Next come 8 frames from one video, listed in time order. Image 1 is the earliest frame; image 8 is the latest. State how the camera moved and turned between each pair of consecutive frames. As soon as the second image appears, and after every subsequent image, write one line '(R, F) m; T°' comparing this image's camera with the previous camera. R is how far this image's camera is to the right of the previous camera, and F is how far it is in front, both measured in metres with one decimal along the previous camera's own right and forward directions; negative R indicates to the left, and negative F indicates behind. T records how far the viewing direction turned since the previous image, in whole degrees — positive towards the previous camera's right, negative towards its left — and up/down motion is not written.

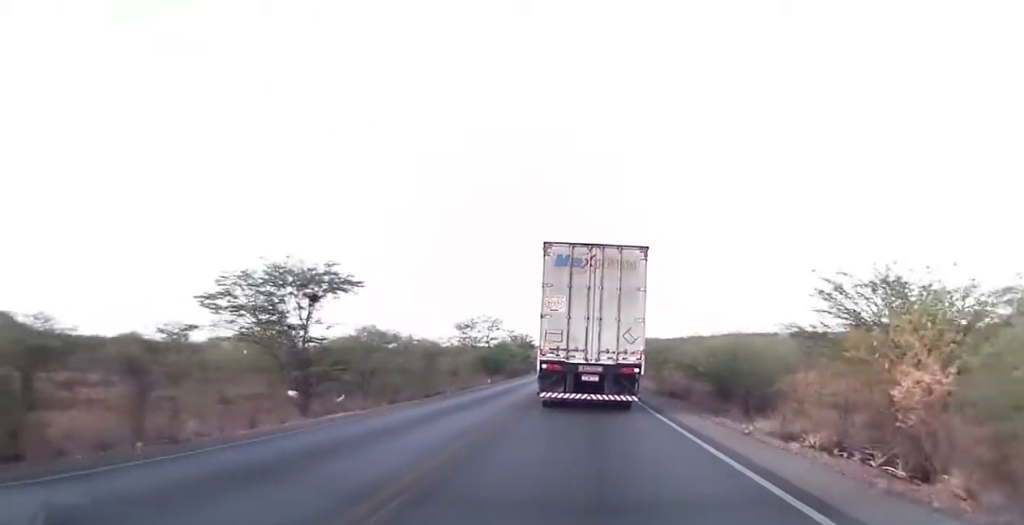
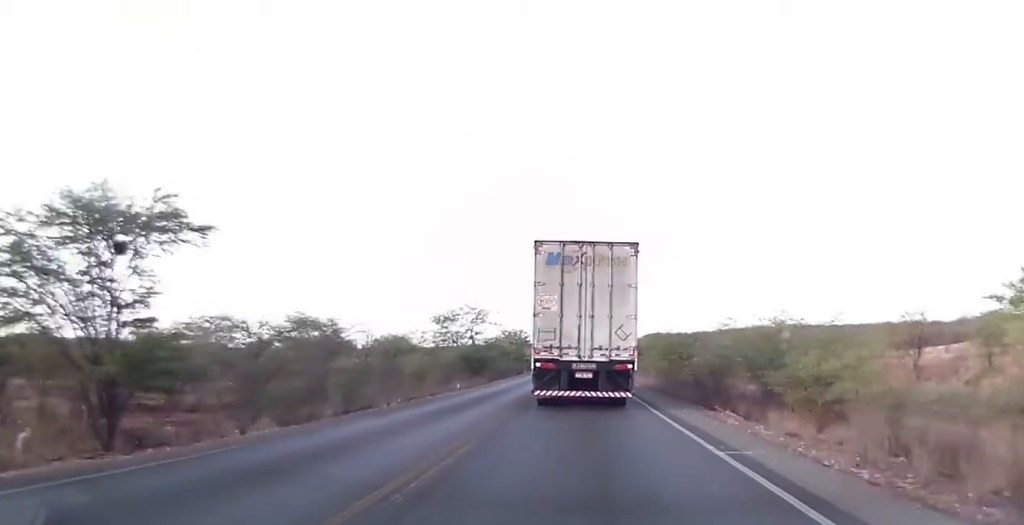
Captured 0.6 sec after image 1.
(0.0, +14.1) m; 0°
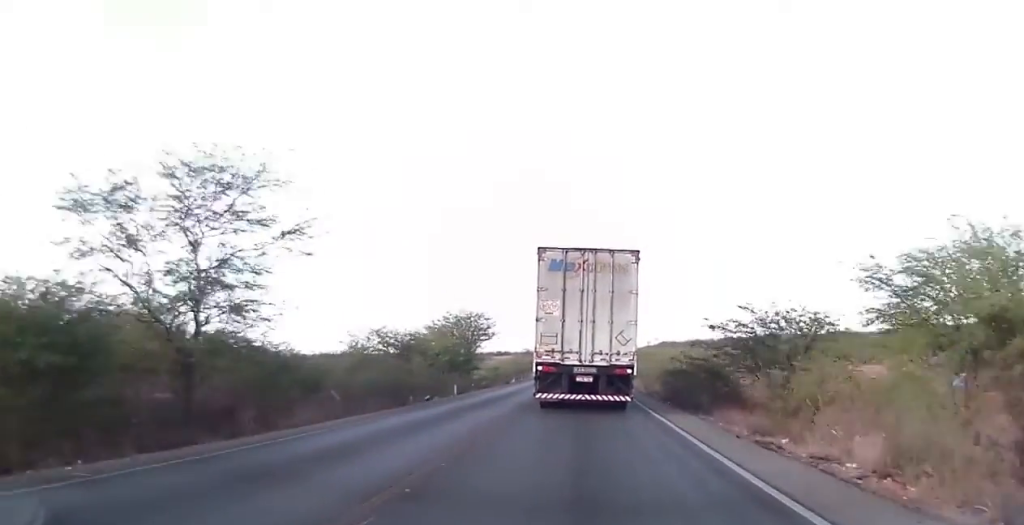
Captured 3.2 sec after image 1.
(+0.1, +60.2) m; 0°
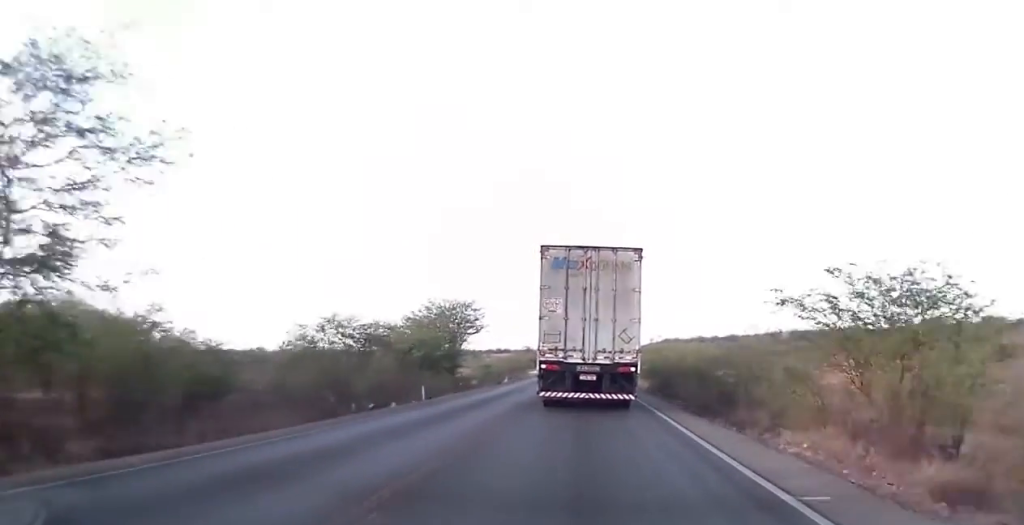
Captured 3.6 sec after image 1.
(0.0, +8.5) m; 0°
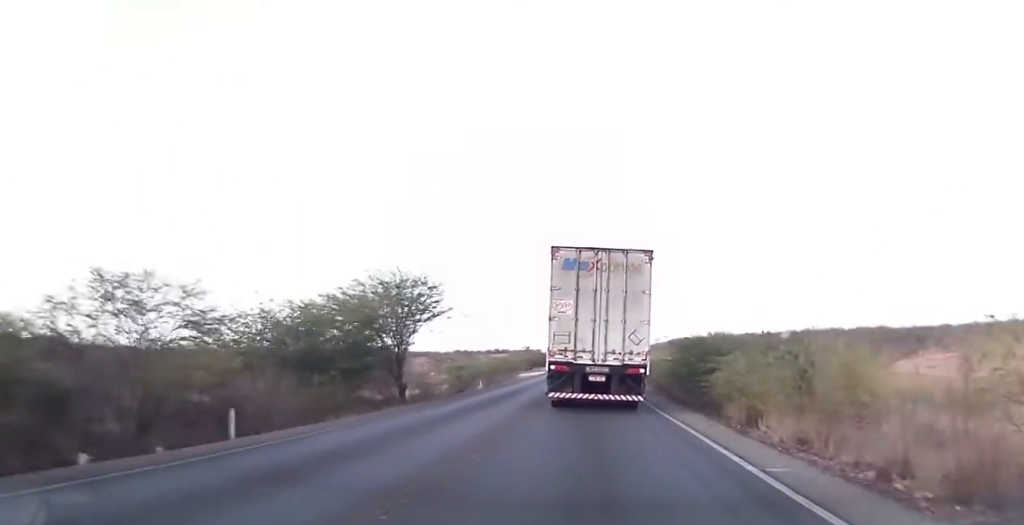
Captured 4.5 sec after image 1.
(0.0, +18.4) m; 0°
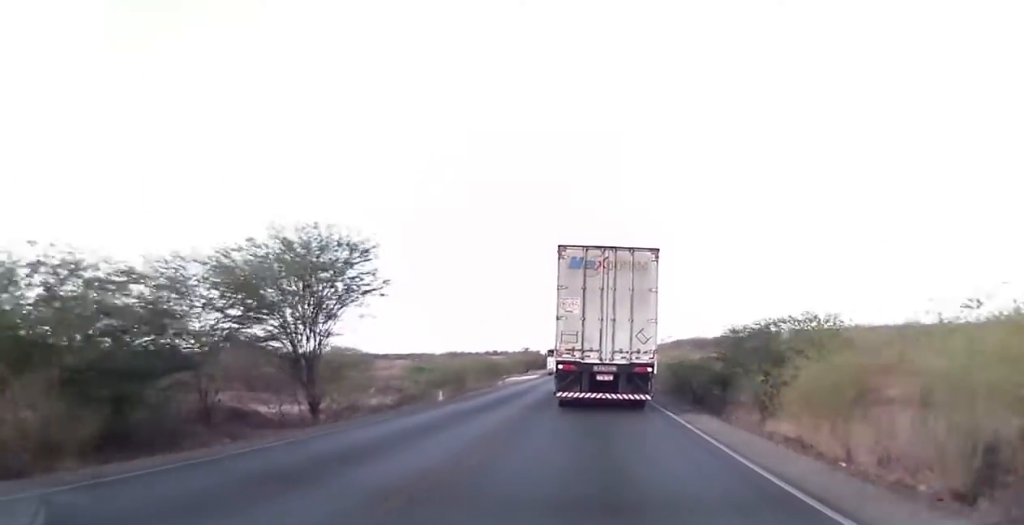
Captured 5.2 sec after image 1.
(-0.2, +13.4) m; 0°
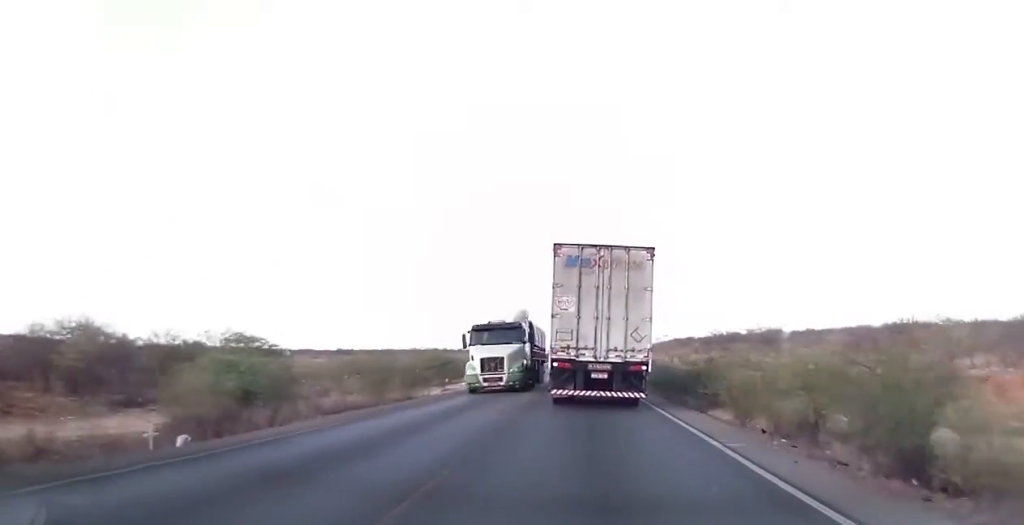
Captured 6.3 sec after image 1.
(0.0, +22.9) m; 0°
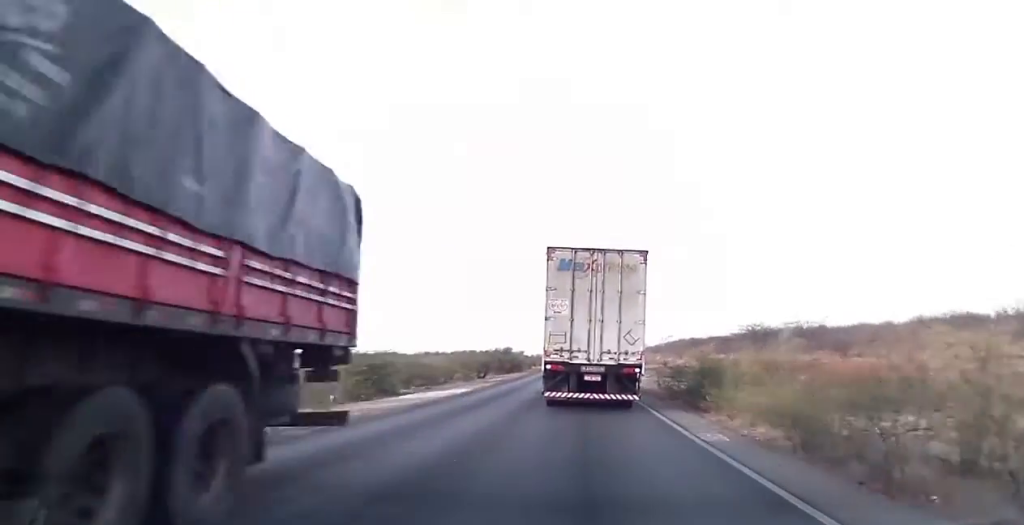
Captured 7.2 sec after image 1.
(+0.1, +20.1) m; 0°
